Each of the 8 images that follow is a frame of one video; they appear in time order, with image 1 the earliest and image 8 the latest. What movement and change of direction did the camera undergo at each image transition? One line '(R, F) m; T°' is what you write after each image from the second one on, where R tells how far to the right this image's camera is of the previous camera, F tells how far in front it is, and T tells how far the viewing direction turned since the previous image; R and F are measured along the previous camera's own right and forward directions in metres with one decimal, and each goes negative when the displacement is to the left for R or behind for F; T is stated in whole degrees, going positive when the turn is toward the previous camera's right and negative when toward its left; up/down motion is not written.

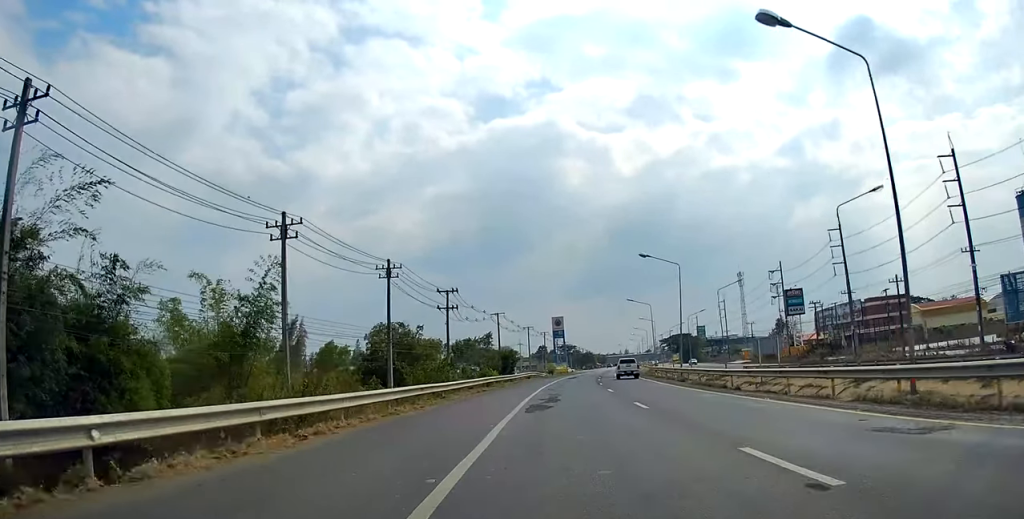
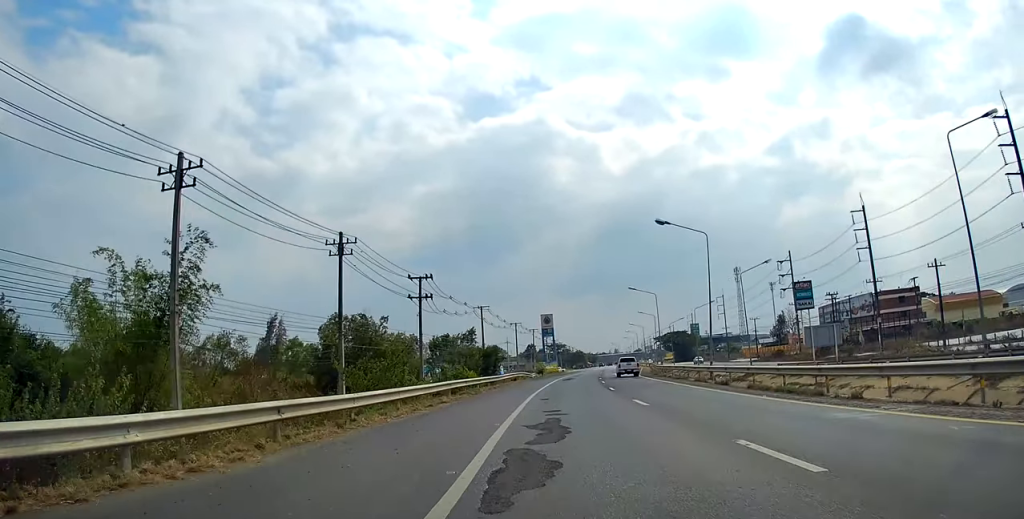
(0.0, +10.8) m; 0°
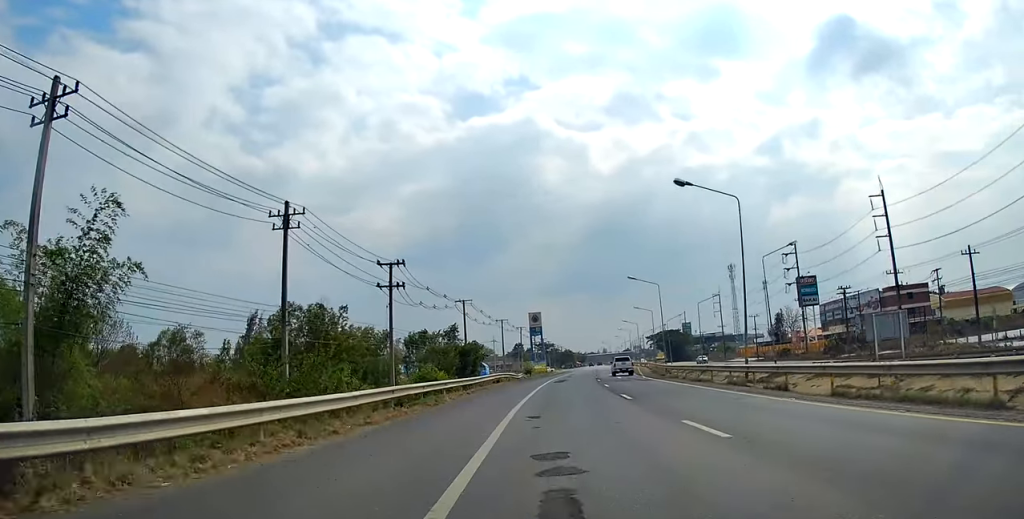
(0.0, +8.6) m; 0°
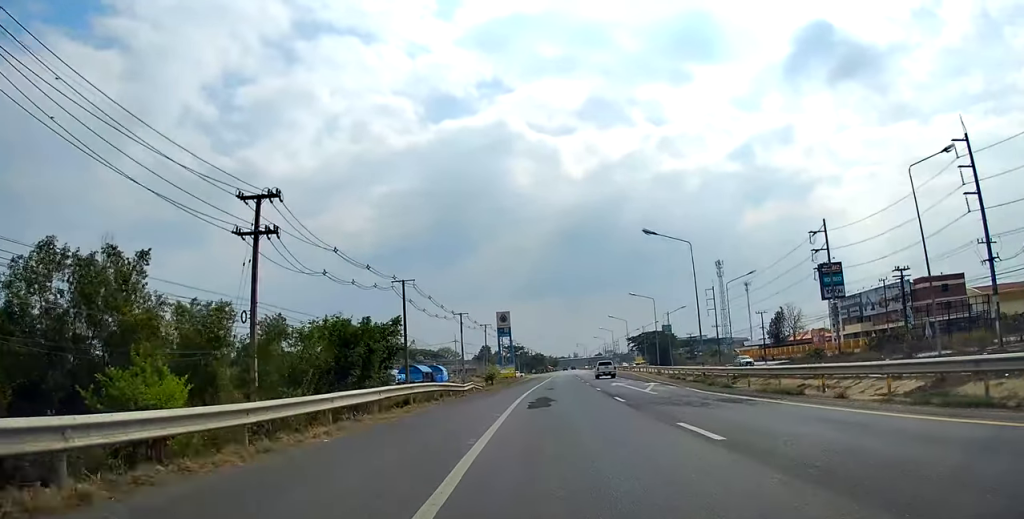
(+0.7, +23.5) m; +4°
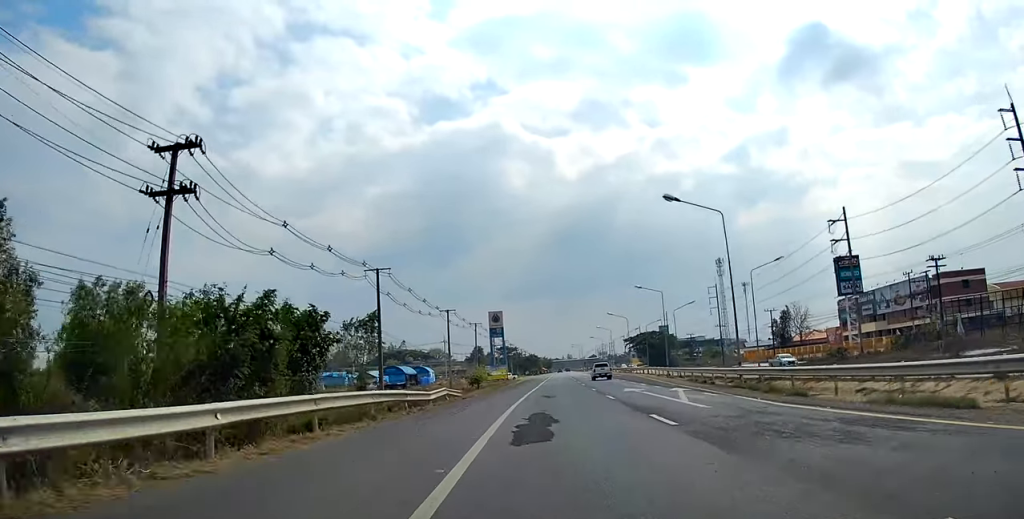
(+0.2, +8.6) m; +1°
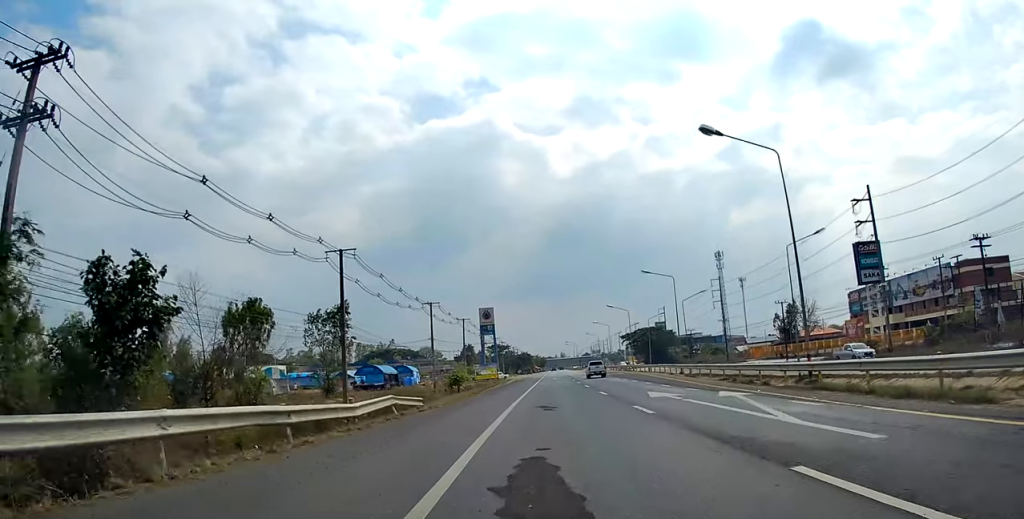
(+0.1, +9.2) m; 0°
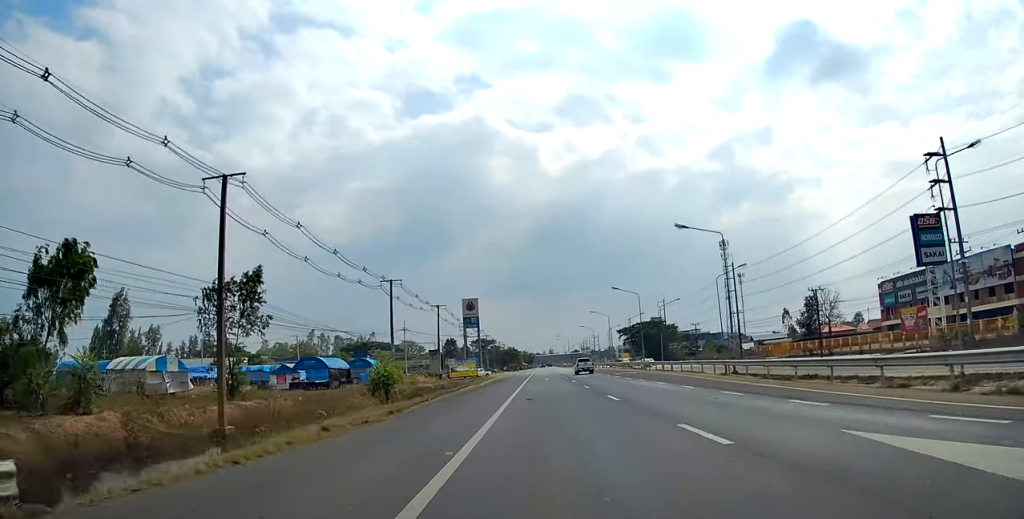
(0.0, +18.9) m; 0°
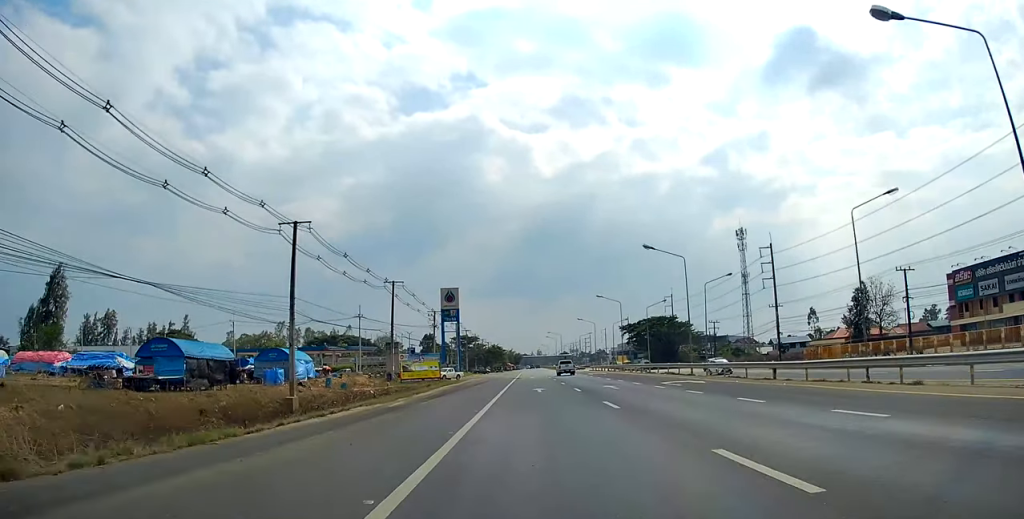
(-0.1, +27.2) m; +2°
